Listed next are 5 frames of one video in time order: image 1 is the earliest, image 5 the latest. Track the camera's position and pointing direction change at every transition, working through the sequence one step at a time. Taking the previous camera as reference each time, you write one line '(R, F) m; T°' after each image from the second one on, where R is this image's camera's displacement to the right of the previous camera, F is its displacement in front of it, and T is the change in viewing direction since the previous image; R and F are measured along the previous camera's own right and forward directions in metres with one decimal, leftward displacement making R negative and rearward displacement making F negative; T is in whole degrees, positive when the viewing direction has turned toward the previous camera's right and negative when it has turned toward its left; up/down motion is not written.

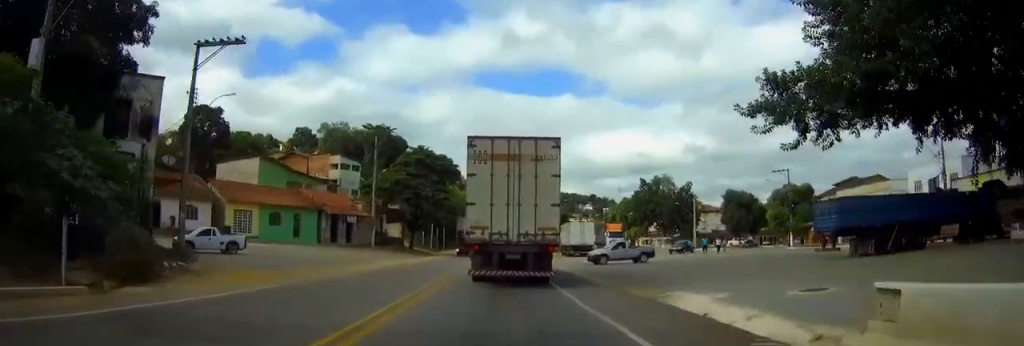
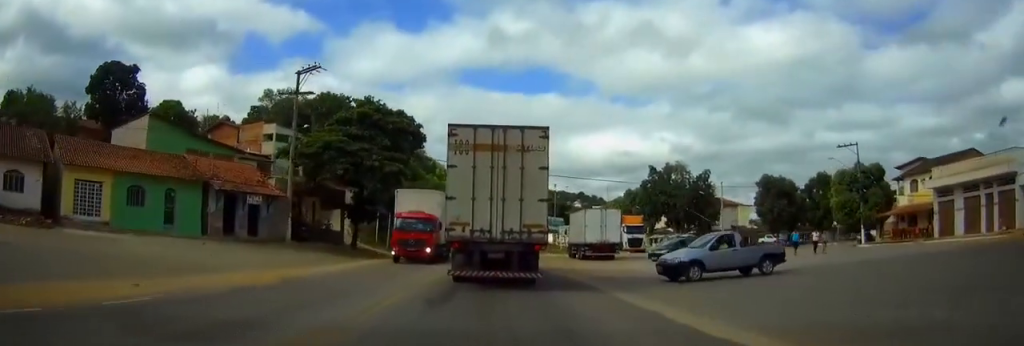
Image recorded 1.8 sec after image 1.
(+0.1, +22.6) m; +1°
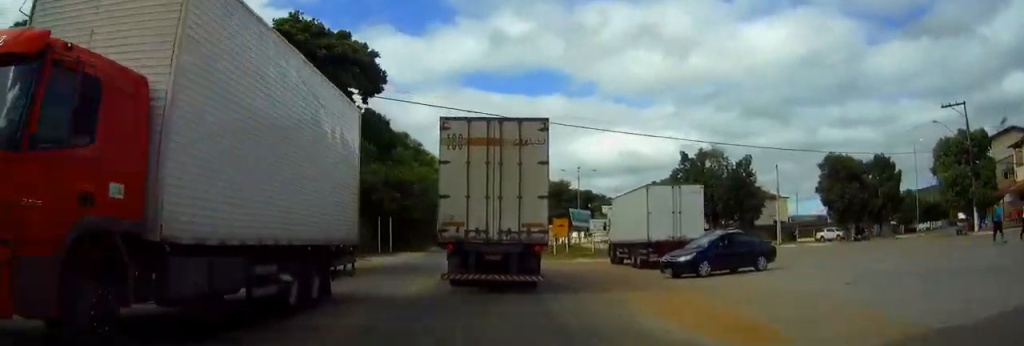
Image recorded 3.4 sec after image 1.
(-0.2, +18.9) m; -2°
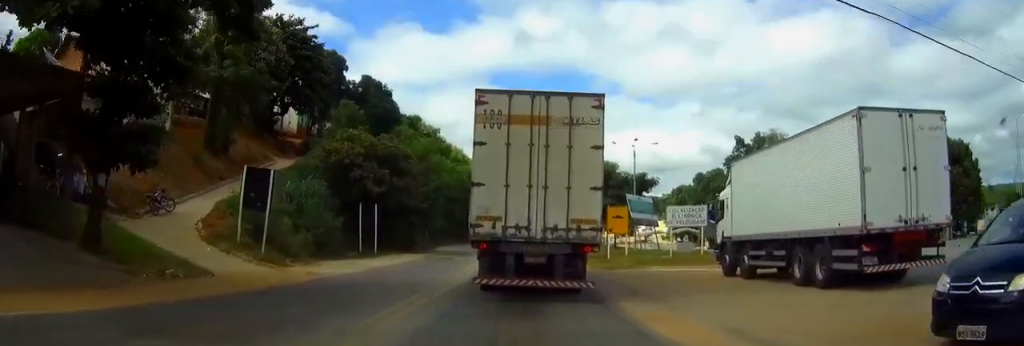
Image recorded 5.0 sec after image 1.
(0.0, +16.0) m; +1°
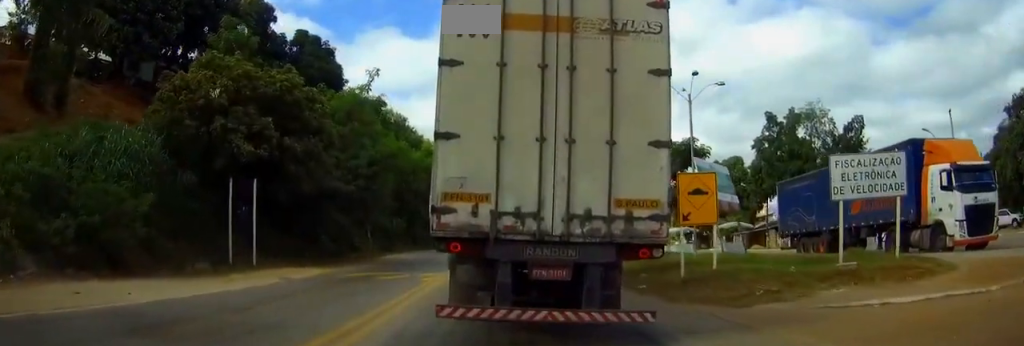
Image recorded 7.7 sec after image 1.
(+0.1, +16.5) m; +2°
